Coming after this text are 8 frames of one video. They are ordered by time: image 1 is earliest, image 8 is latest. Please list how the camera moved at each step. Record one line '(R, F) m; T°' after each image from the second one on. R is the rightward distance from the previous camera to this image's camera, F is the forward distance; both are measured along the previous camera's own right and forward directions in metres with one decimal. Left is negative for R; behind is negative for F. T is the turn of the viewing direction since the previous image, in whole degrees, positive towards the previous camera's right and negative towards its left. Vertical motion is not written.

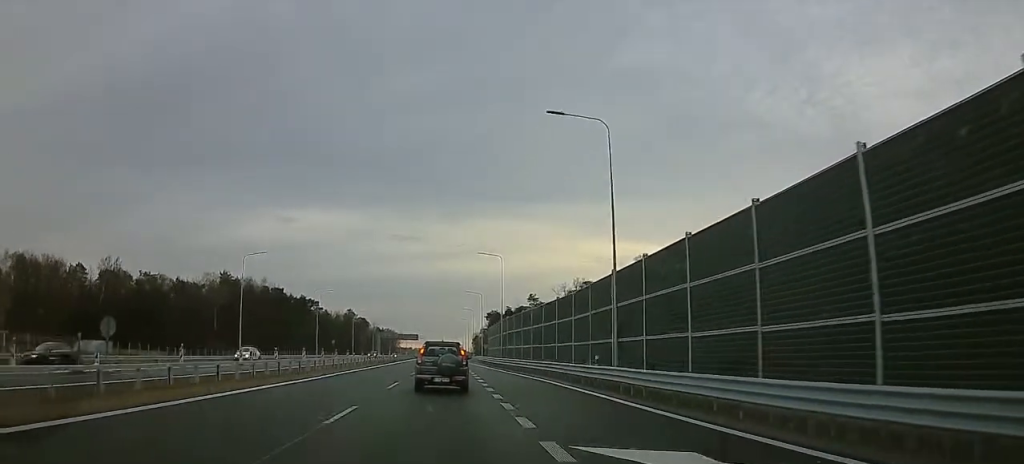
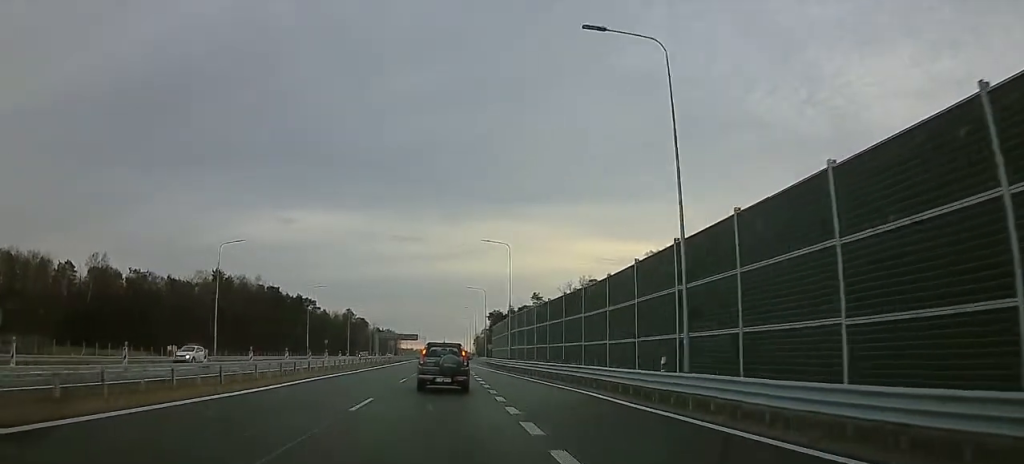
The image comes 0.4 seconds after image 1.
(-0.2, +9.0) m; -1°
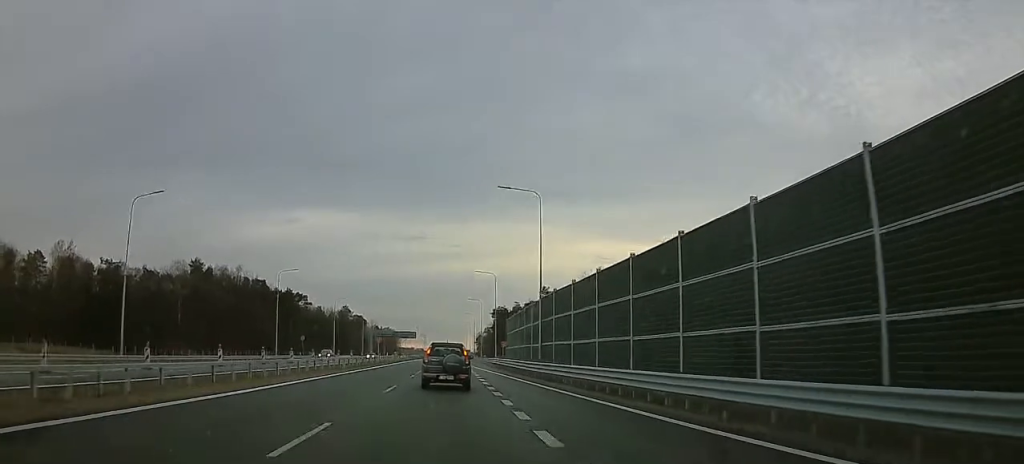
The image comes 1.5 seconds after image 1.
(-0.6, +21.5) m; -1°
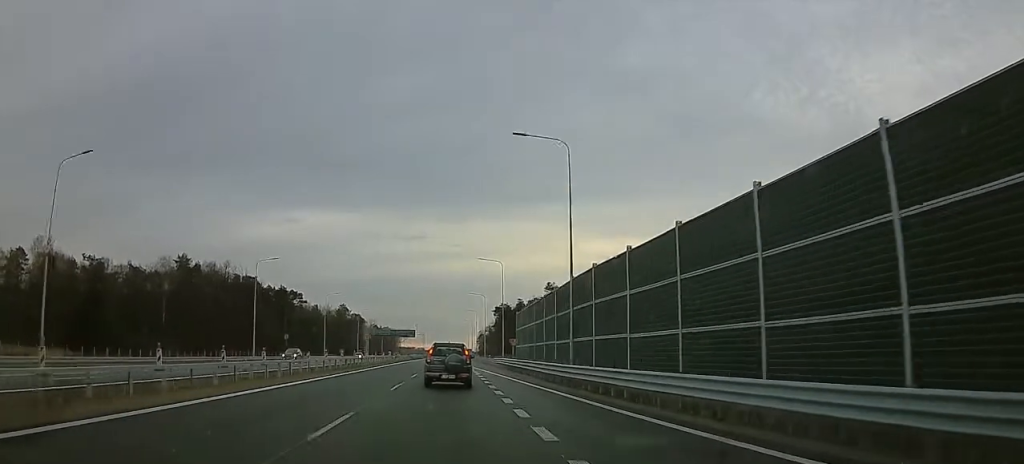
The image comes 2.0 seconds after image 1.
(-0.1, +11.1) m; +1°
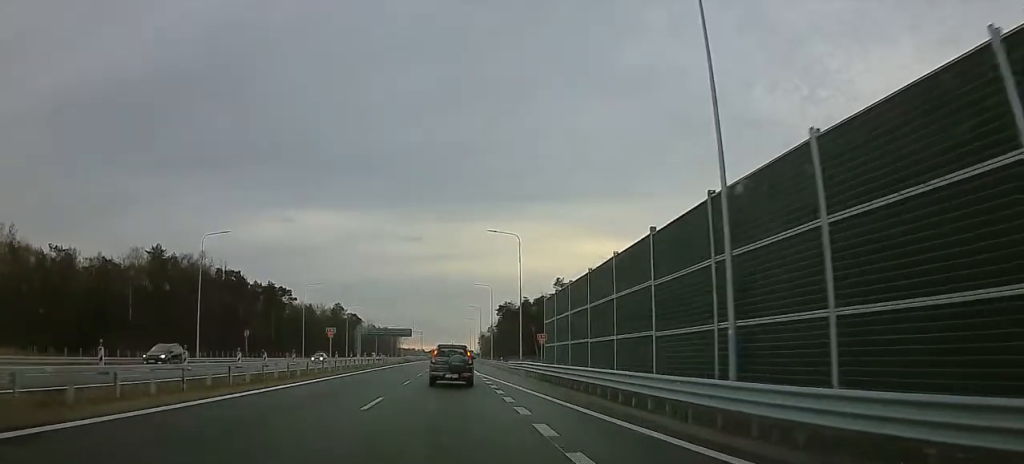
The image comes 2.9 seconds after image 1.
(+0.6, +19.2) m; 0°
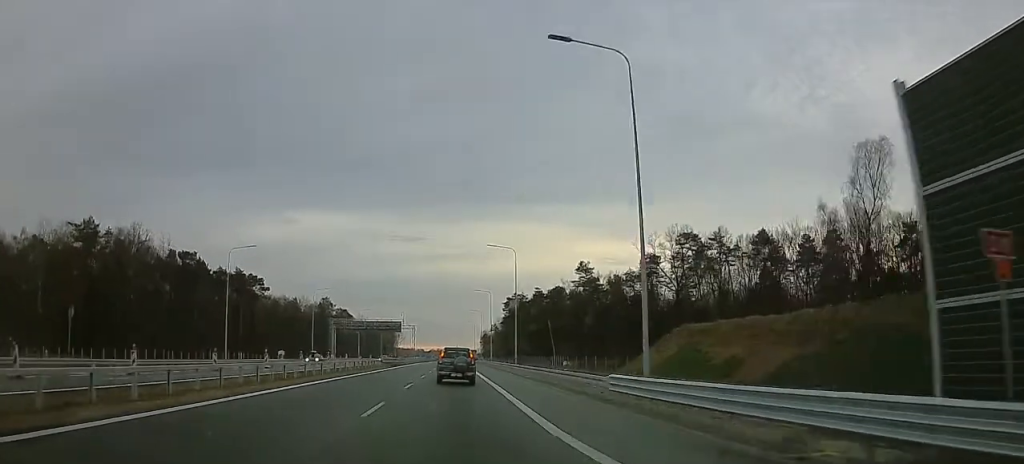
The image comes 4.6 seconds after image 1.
(-0.8, +38.6) m; -1°
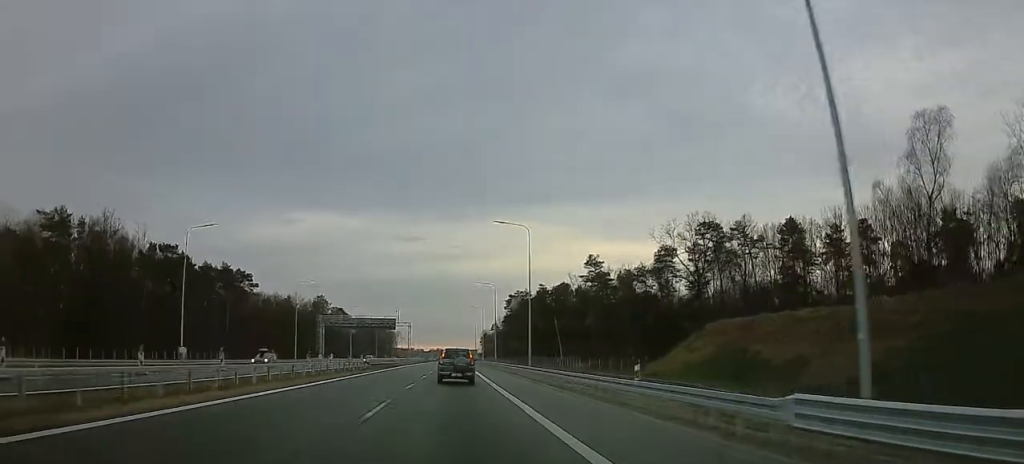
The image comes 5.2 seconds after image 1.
(+0.1, +12.2) m; +1°
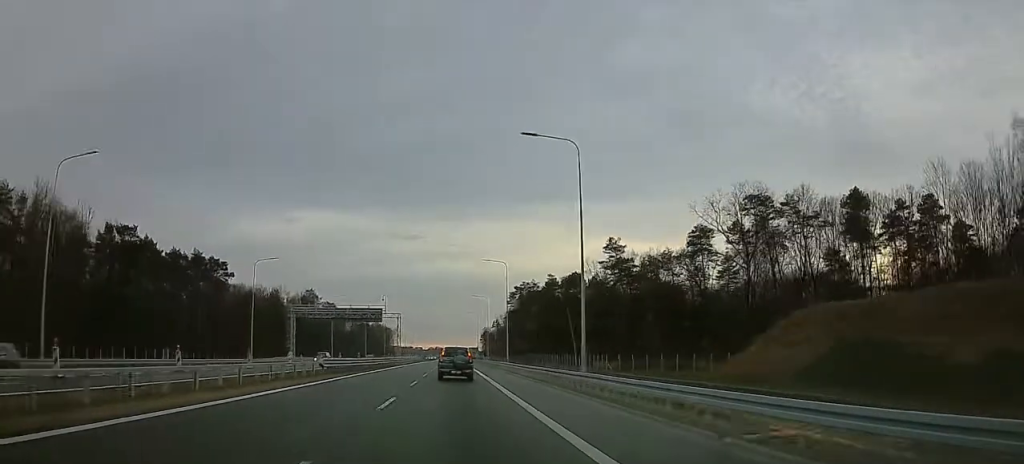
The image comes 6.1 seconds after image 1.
(0.0, +22.5) m; 0°
